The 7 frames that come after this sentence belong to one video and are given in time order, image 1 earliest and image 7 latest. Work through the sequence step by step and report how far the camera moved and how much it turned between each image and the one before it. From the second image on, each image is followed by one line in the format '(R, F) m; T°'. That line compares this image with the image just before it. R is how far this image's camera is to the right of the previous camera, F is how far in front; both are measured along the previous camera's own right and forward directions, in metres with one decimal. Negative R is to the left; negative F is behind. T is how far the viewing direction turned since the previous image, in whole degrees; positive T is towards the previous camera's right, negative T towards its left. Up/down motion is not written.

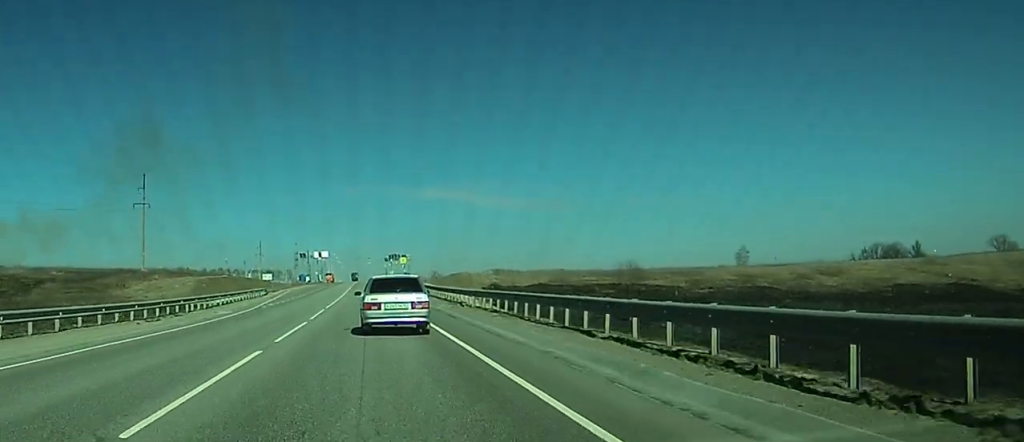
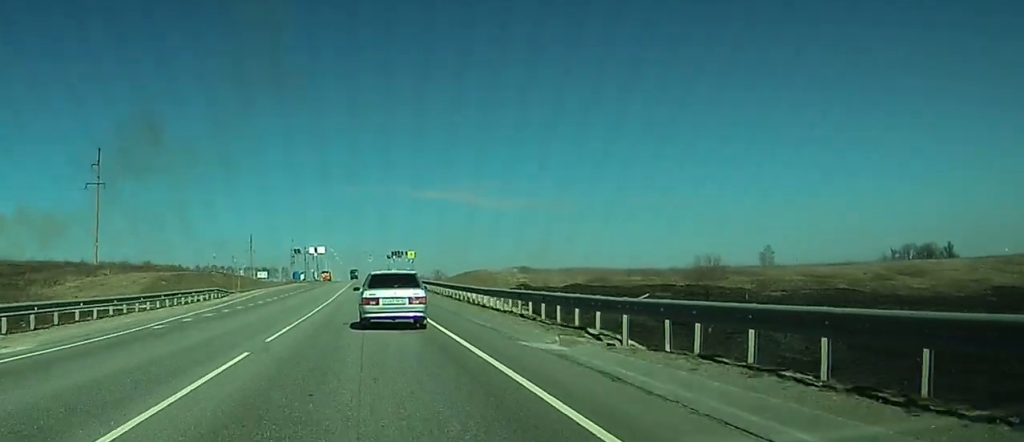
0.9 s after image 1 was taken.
(+0.4, +24.7) m; 0°
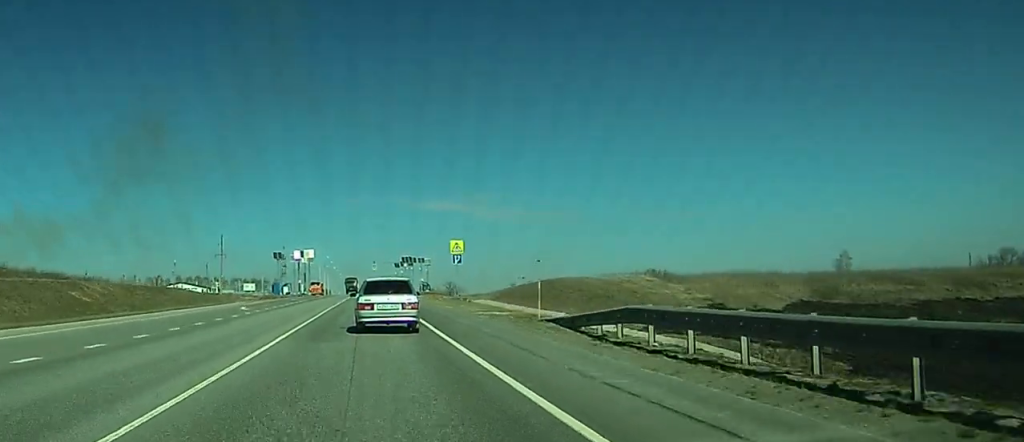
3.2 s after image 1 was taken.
(-0.6, +61.3) m; 0°
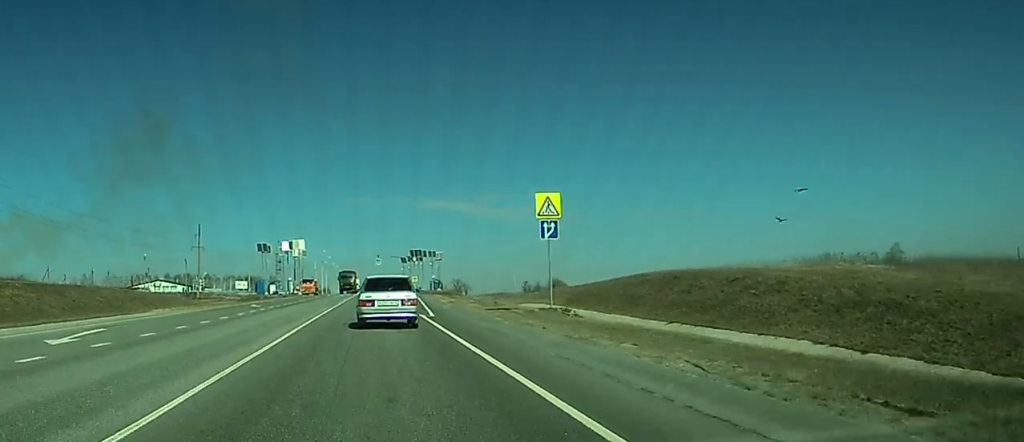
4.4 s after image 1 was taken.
(-0.1, +32.2) m; 0°
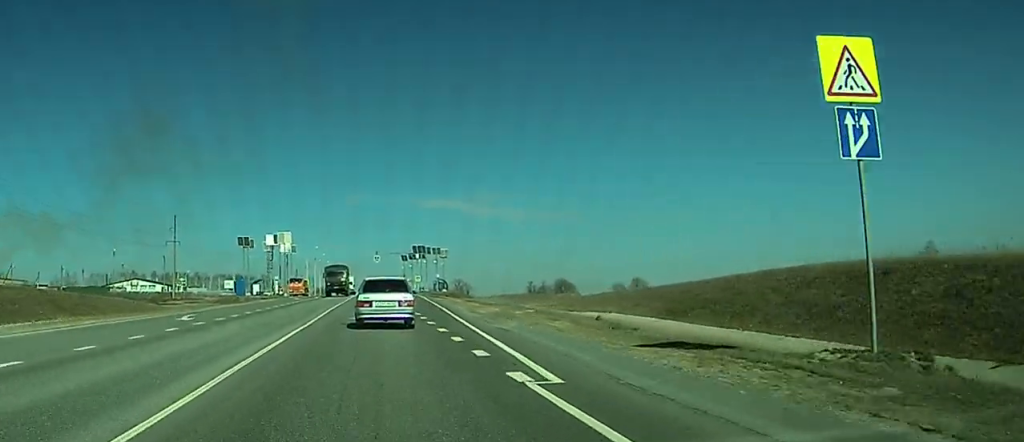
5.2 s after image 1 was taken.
(-0.1, +21.4) m; 0°
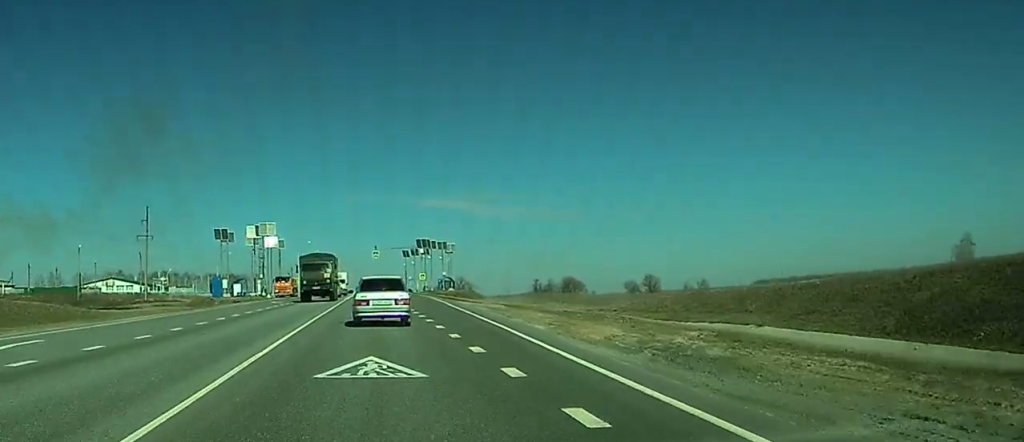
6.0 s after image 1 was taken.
(0.0, +19.6) m; 0°
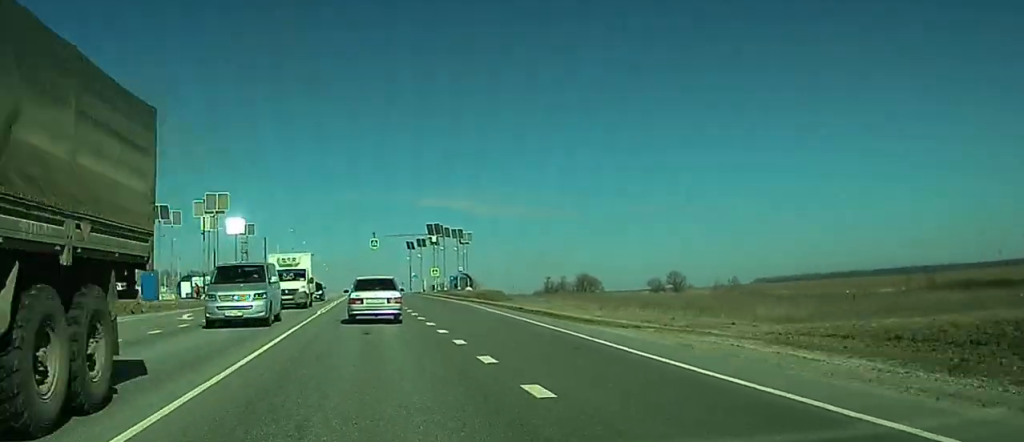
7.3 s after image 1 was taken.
(0.0, +34.8) m; 0°
